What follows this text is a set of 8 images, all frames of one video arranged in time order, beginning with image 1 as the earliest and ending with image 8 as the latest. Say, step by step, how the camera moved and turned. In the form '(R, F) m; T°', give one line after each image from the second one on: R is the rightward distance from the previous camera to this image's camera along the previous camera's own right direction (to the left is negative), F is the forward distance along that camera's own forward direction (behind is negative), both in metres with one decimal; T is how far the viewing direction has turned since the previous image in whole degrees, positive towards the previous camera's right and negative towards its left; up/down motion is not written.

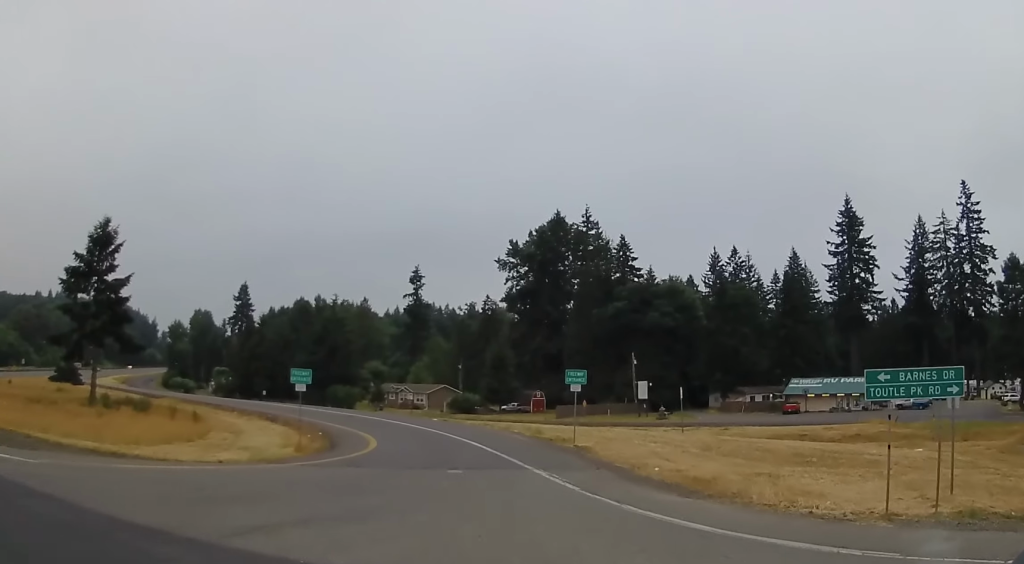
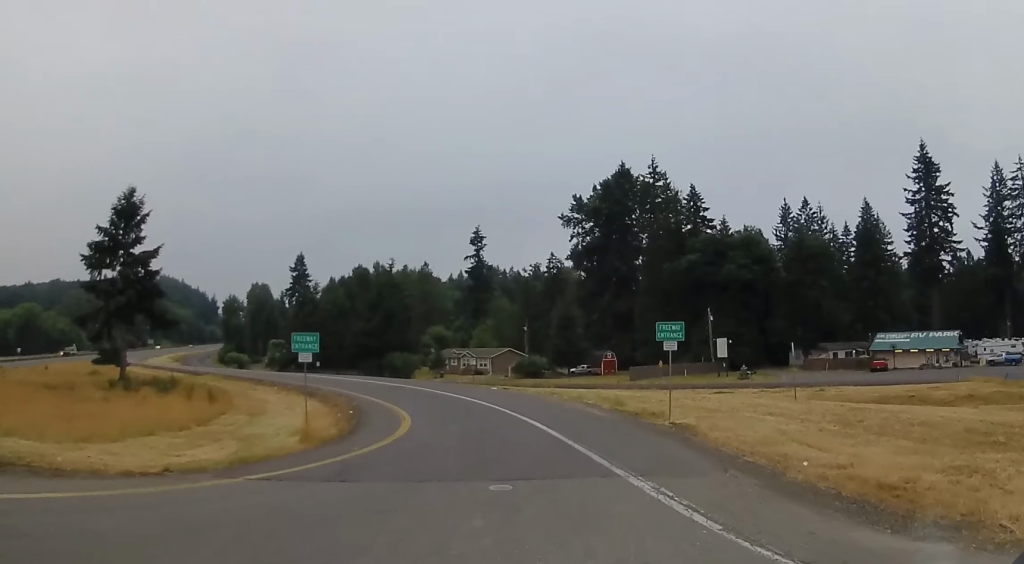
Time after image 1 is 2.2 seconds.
(+0.3, +7.7) m; +1°
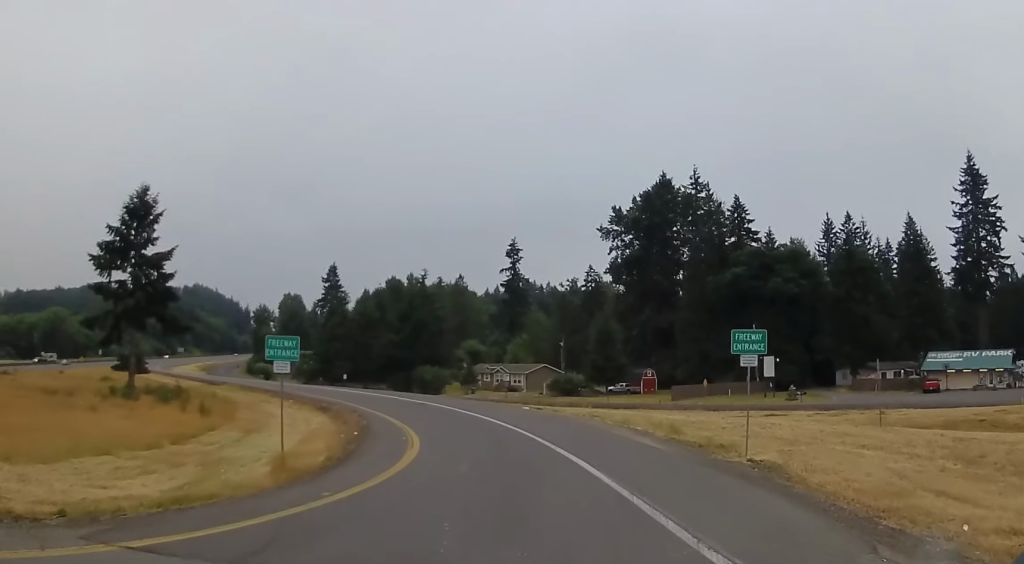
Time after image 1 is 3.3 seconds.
(+0.1, +4.6) m; -2°
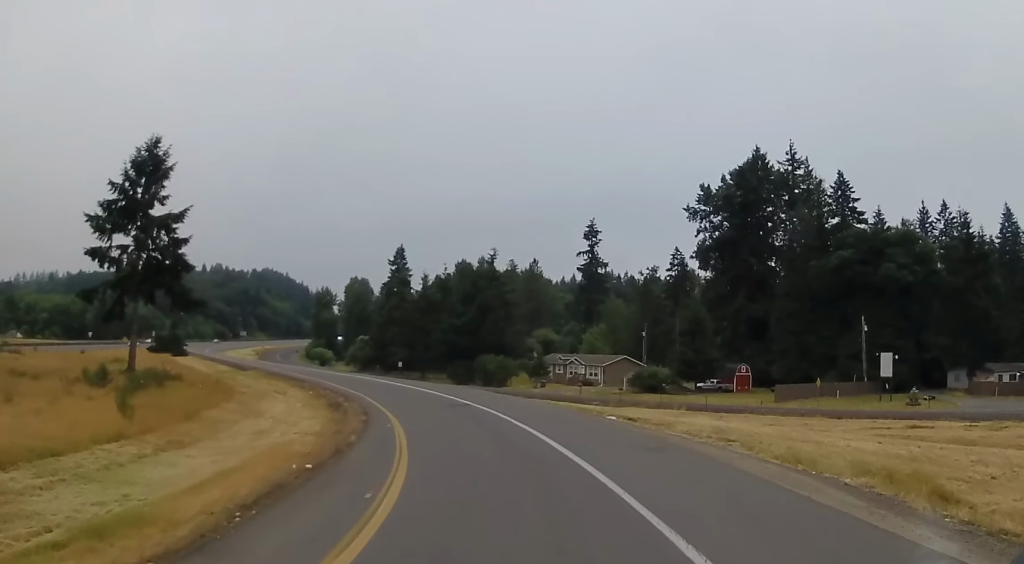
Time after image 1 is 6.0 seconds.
(-1.2, +13.6) m; -10°
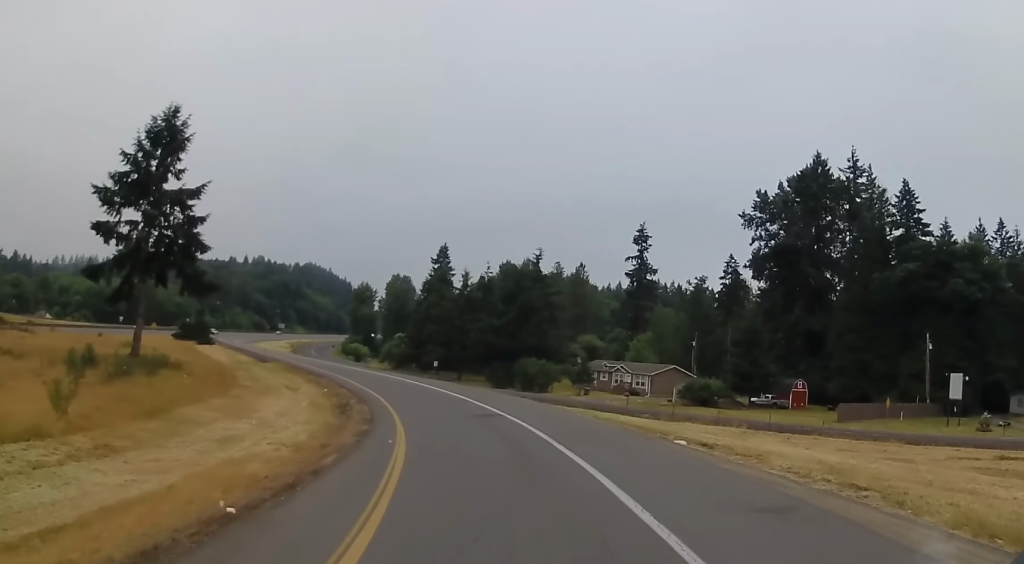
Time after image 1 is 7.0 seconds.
(0.0, +5.7) m; -4°
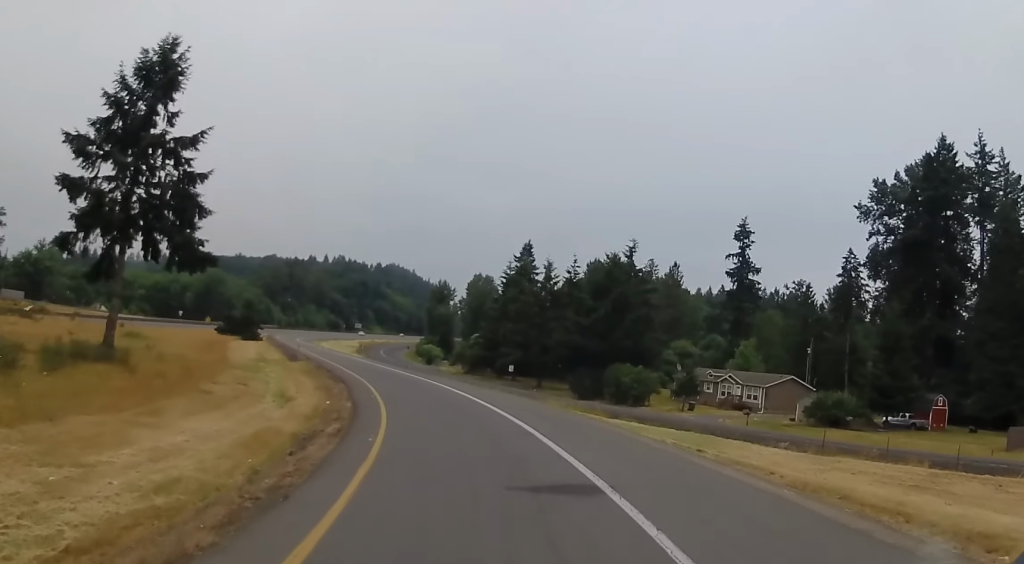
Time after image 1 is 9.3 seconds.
(-1.1, +15.4) m; -9°
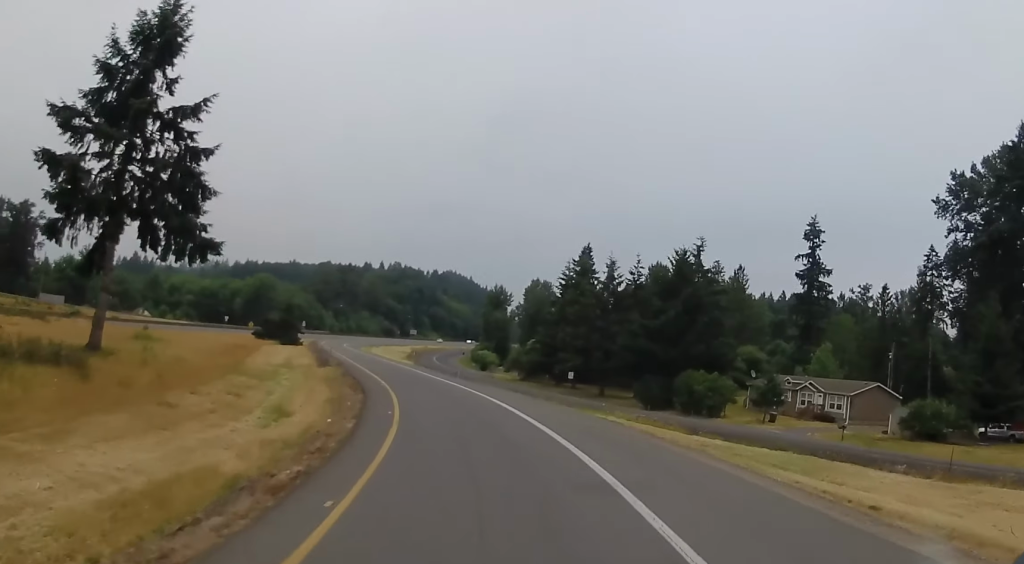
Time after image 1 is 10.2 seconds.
(-0.4, +7.3) m; -4°
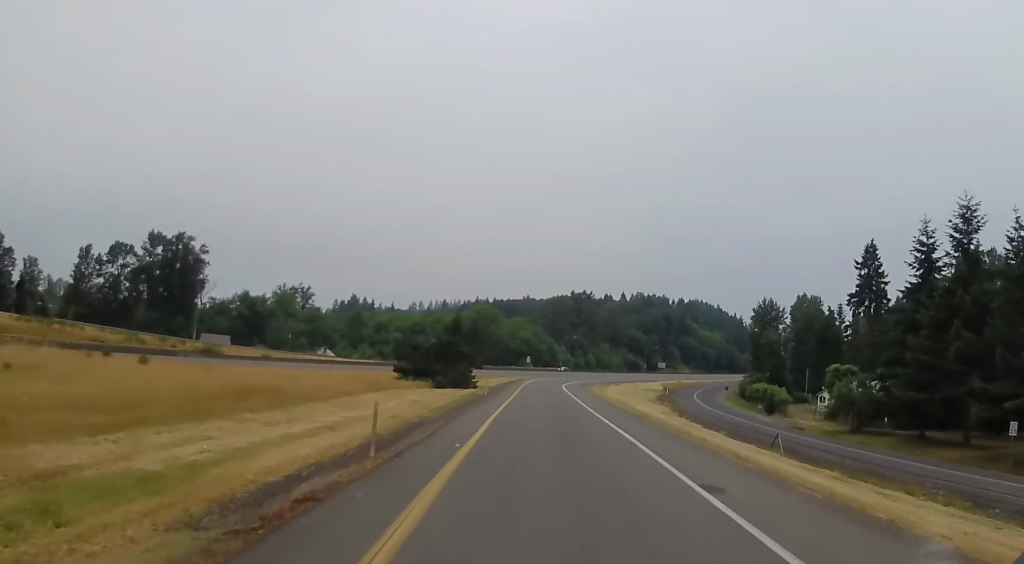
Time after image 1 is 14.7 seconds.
(-7.2, +39.8) m; -17°
